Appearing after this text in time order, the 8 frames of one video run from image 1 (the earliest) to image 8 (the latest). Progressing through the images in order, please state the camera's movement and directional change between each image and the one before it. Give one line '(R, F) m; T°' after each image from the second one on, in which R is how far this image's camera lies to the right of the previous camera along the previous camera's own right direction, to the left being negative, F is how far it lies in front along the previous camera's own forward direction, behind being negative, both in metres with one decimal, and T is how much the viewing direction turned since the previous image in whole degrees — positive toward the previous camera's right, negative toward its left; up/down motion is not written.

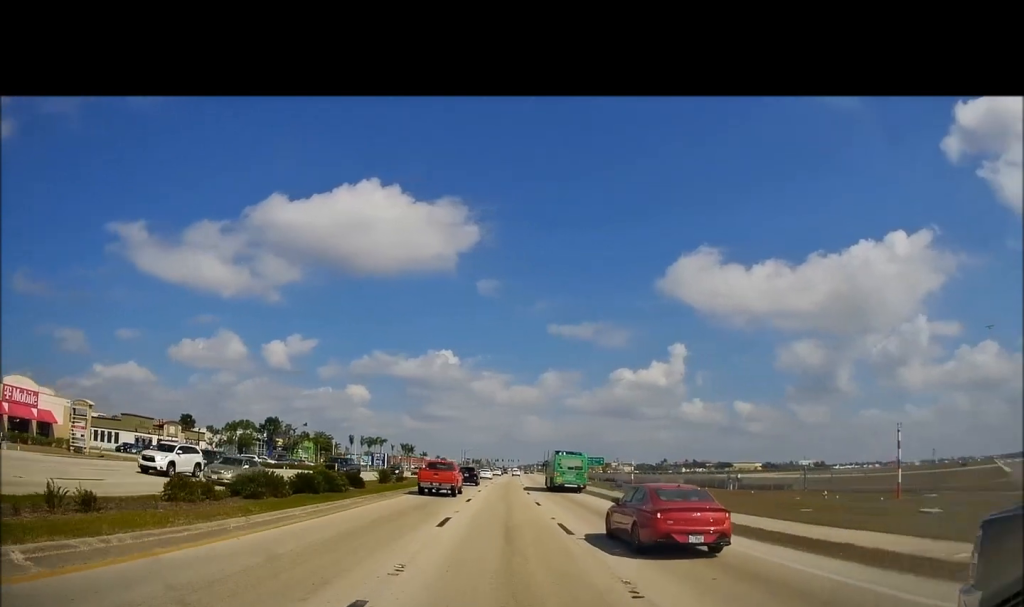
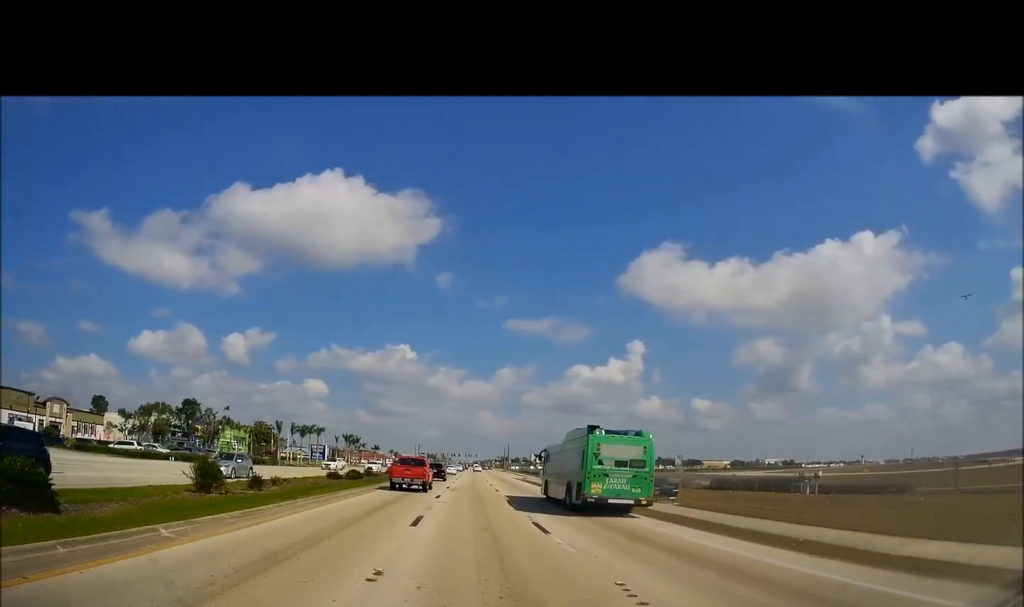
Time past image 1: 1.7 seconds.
(+1.1, +24.5) m; +6°
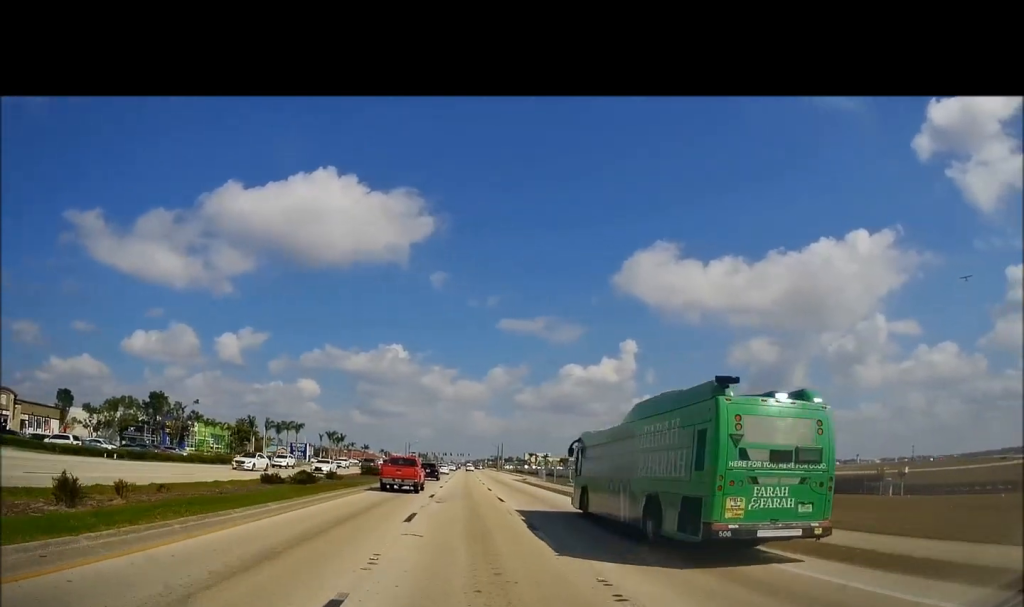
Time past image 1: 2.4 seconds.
(+0.1, +11.4) m; +1°
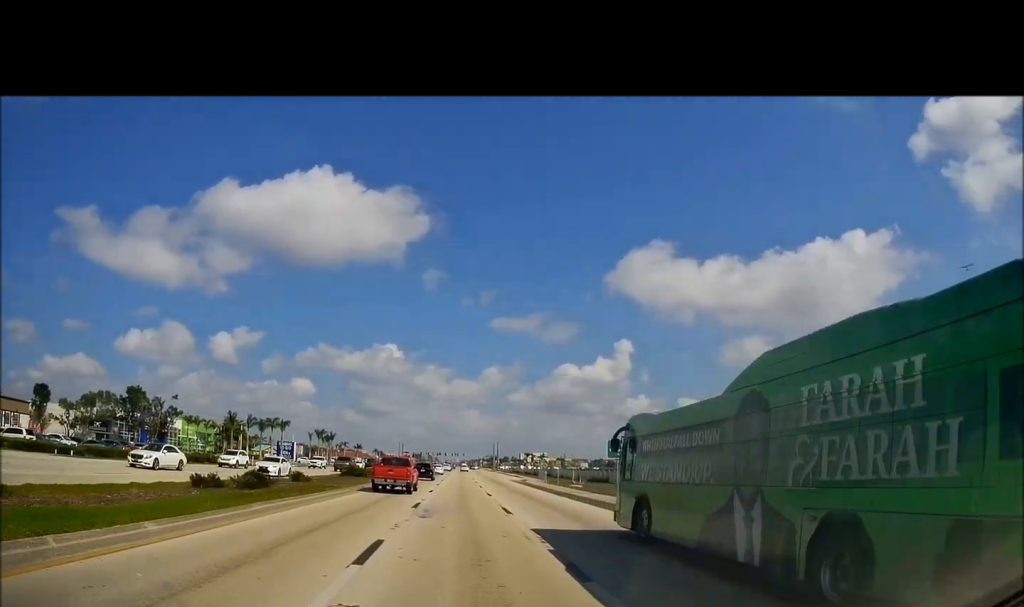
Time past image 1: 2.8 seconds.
(-0.1, +6.7) m; +1°
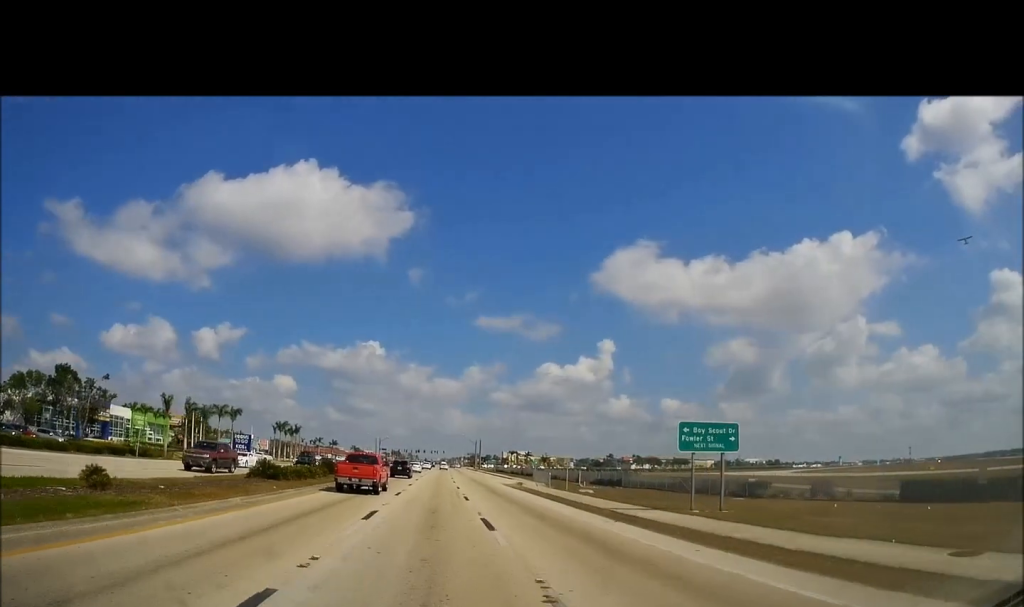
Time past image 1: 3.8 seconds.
(+0.5, +17.6) m; +1°
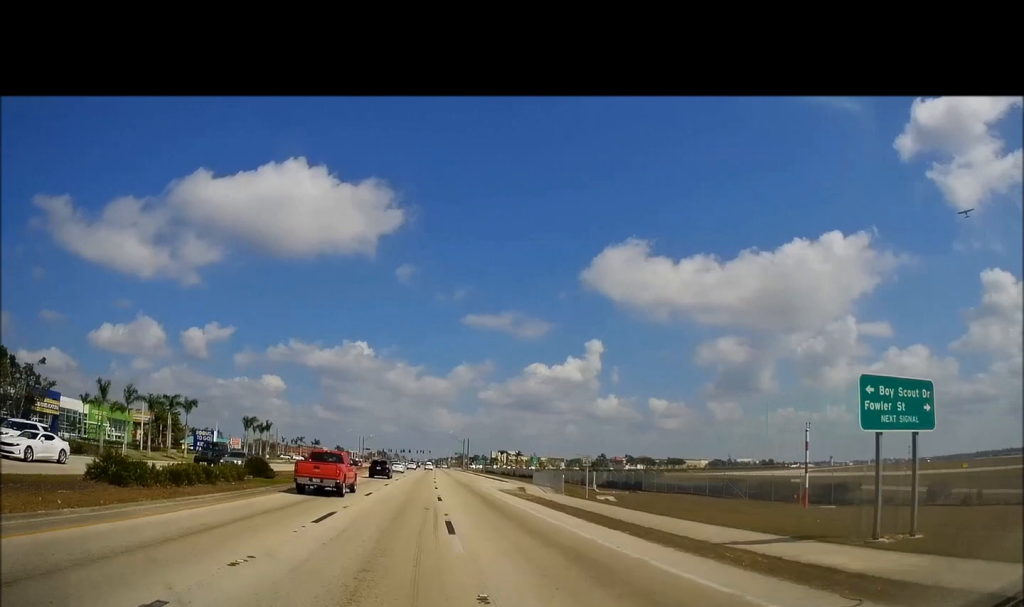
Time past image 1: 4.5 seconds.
(0.0, +13.7) m; 0°
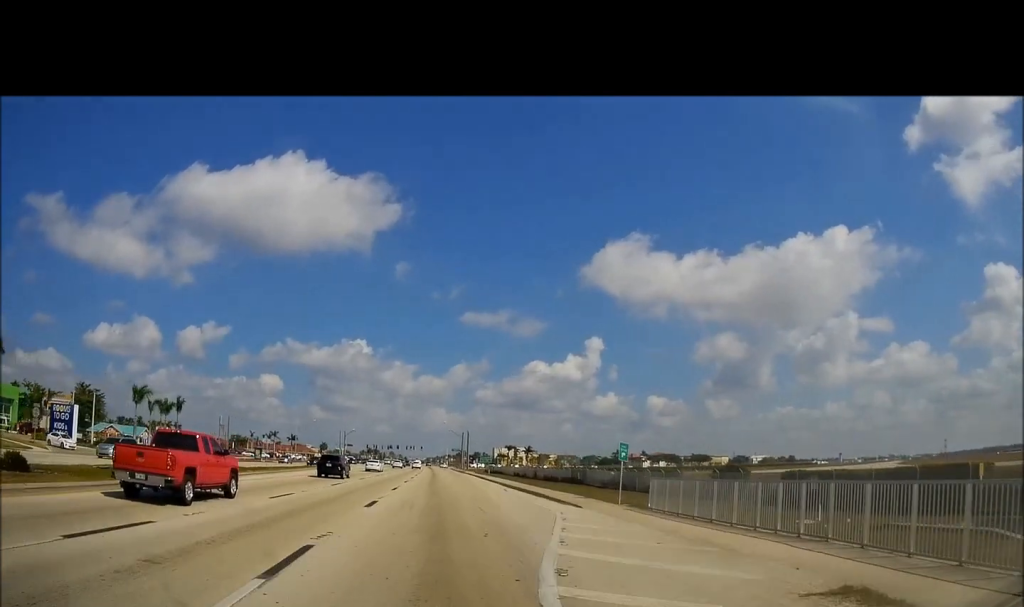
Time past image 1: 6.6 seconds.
(+0.6, +43.5) m; +1°
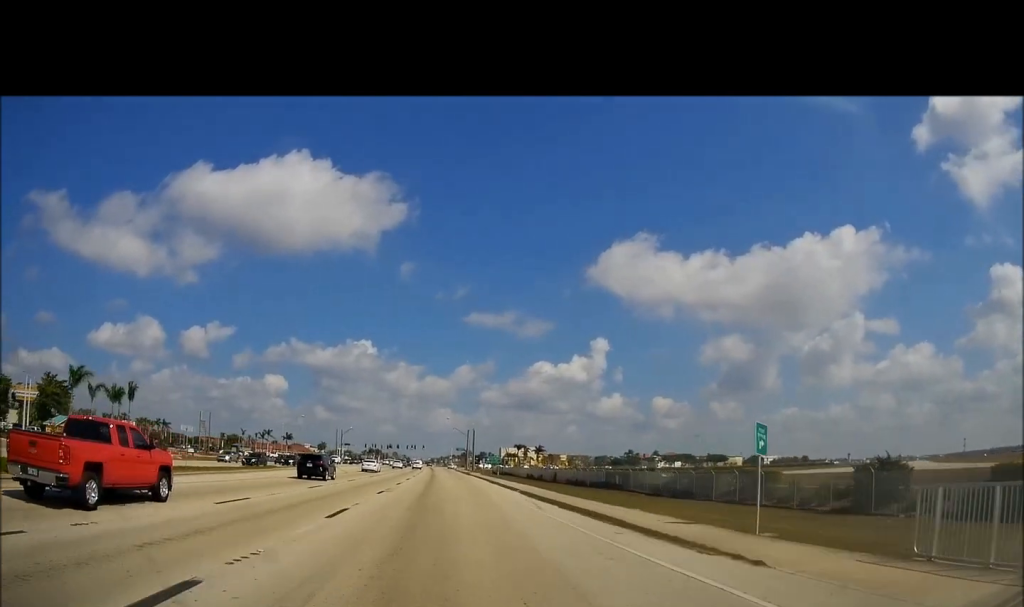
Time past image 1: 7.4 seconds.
(-0.1, +16.3) m; -1°
